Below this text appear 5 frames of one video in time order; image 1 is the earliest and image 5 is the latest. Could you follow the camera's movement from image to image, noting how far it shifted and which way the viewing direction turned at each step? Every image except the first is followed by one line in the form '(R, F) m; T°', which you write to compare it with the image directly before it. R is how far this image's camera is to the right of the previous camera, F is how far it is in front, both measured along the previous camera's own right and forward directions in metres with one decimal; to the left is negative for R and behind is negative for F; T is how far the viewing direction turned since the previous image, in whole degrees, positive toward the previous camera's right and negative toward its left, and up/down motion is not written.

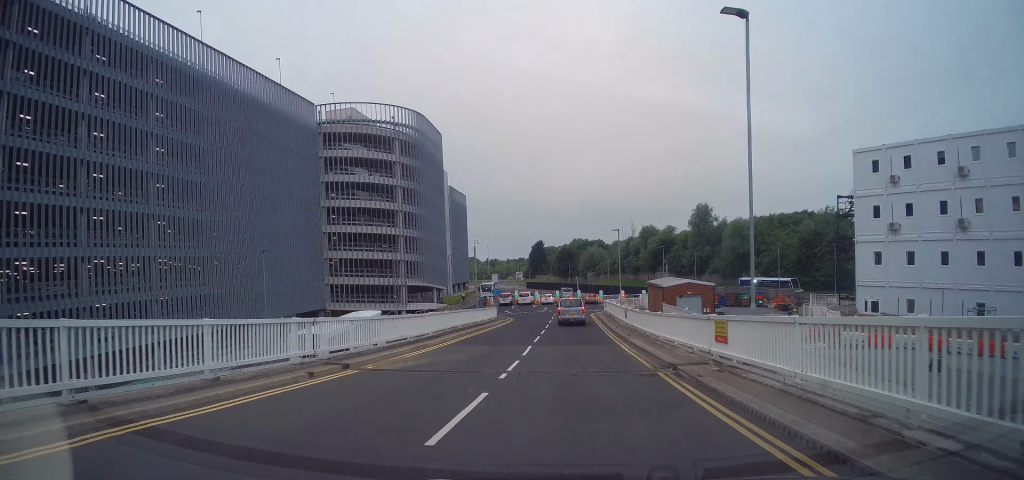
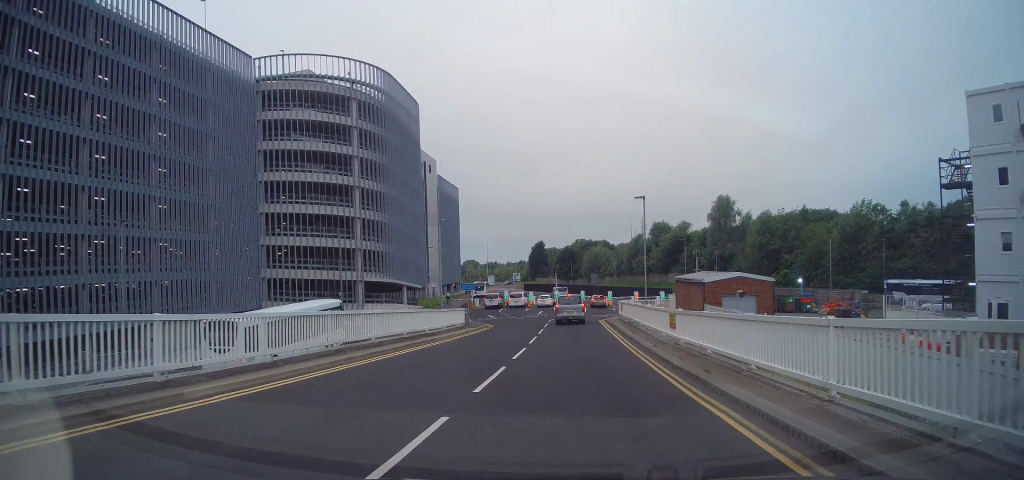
(-0.5, +14.5) m; -1°
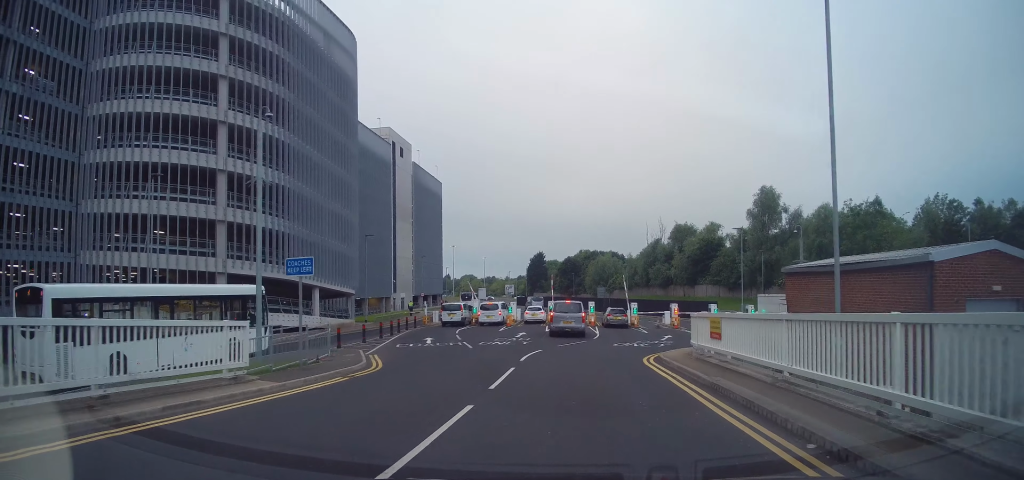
(+0.4, +22.2) m; +2°
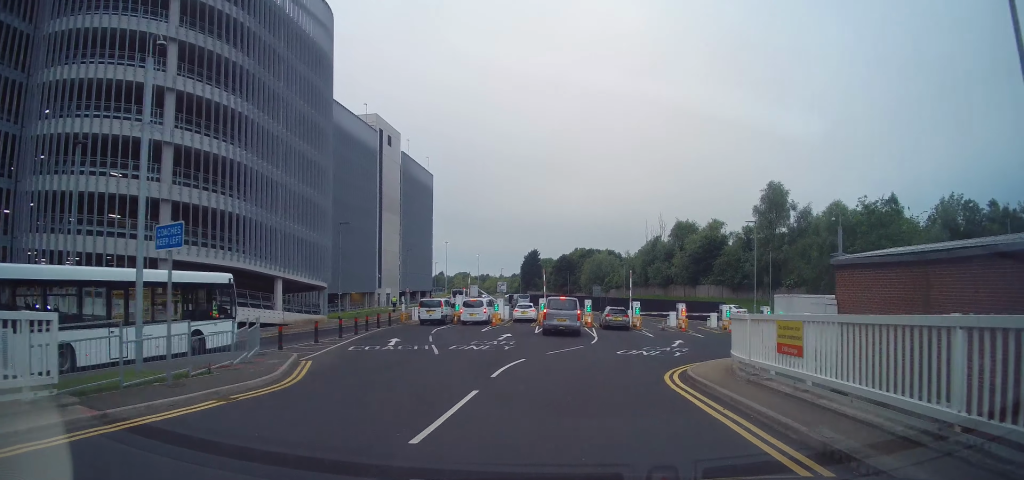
(0.0, +4.5) m; +1°
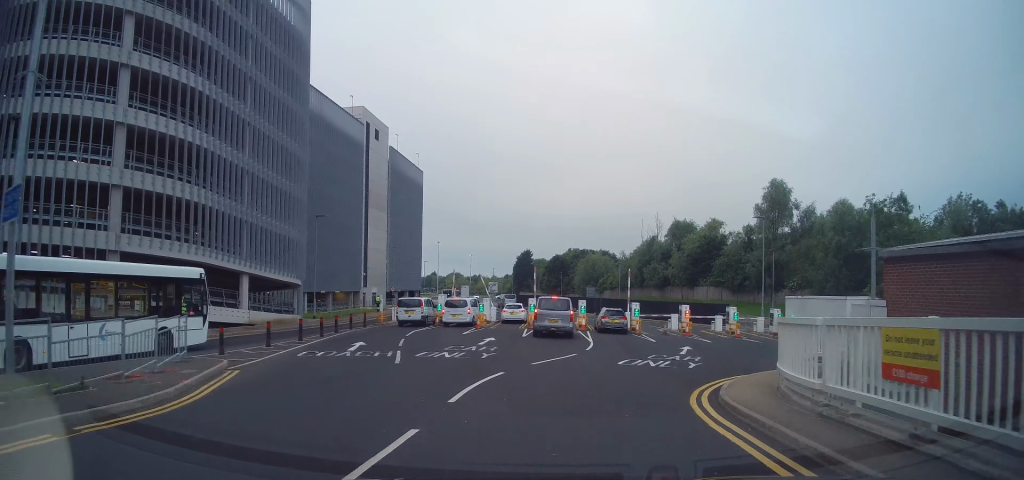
(0.0, +3.2) m; +1°
